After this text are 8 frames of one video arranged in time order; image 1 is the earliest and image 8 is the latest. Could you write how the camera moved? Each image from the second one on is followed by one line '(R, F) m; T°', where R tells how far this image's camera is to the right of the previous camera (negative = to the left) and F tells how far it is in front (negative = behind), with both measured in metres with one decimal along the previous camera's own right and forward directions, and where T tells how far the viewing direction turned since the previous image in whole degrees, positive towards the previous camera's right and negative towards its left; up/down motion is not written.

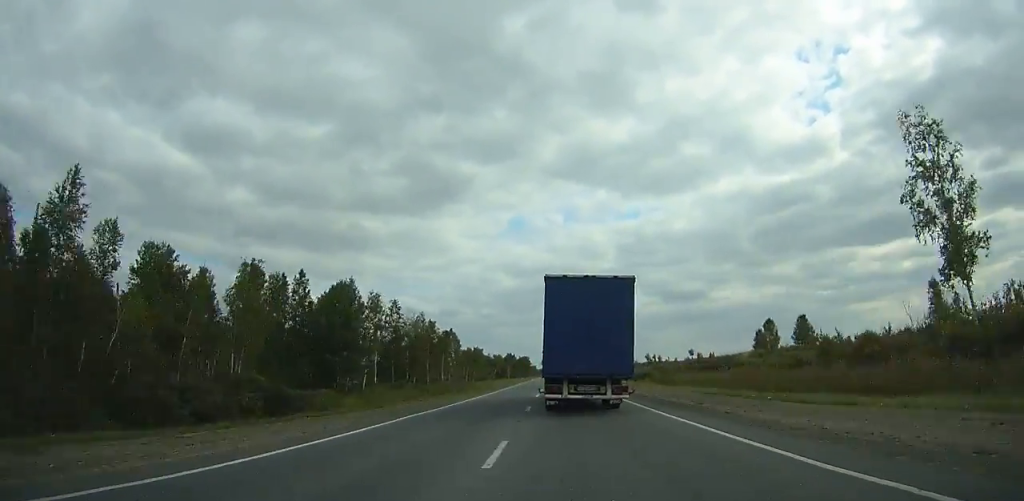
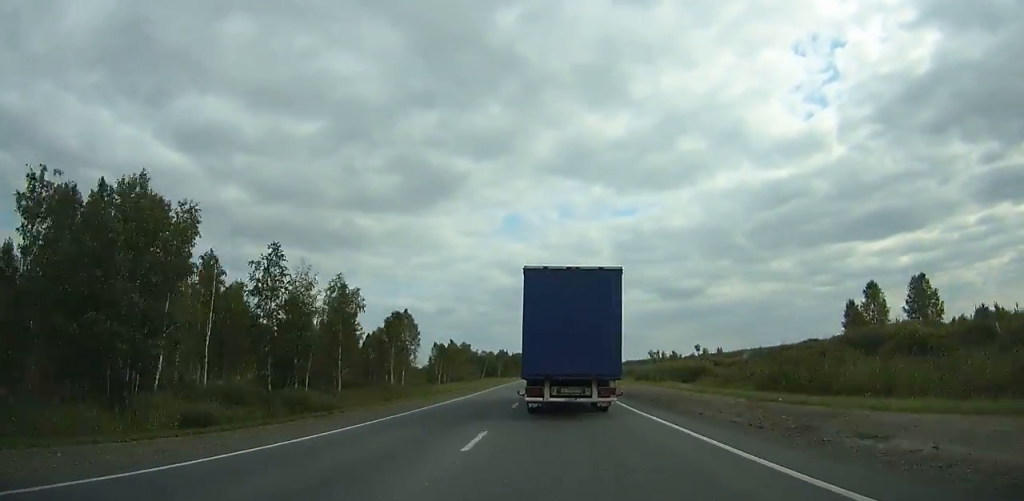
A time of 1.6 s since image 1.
(+0.1, +33.3) m; 0°
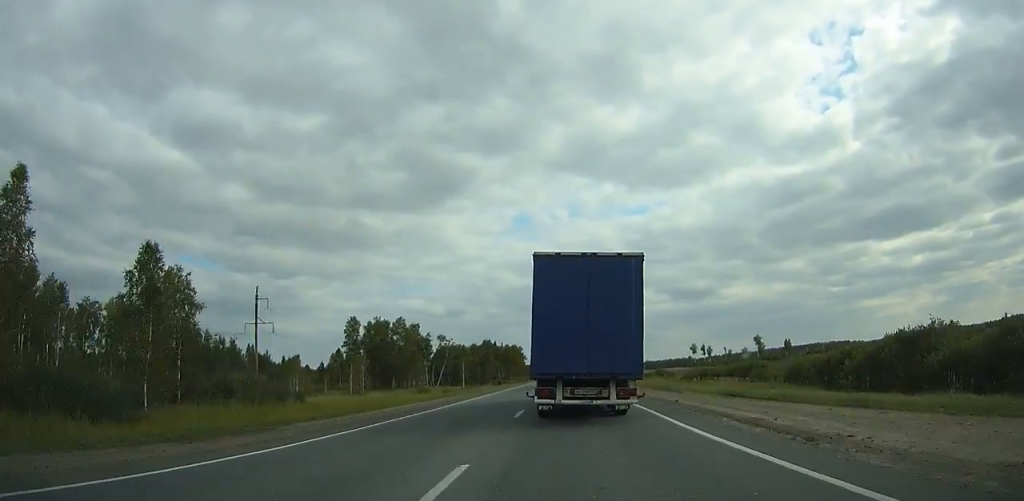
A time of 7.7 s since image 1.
(+1.0, +124.5) m; 0°
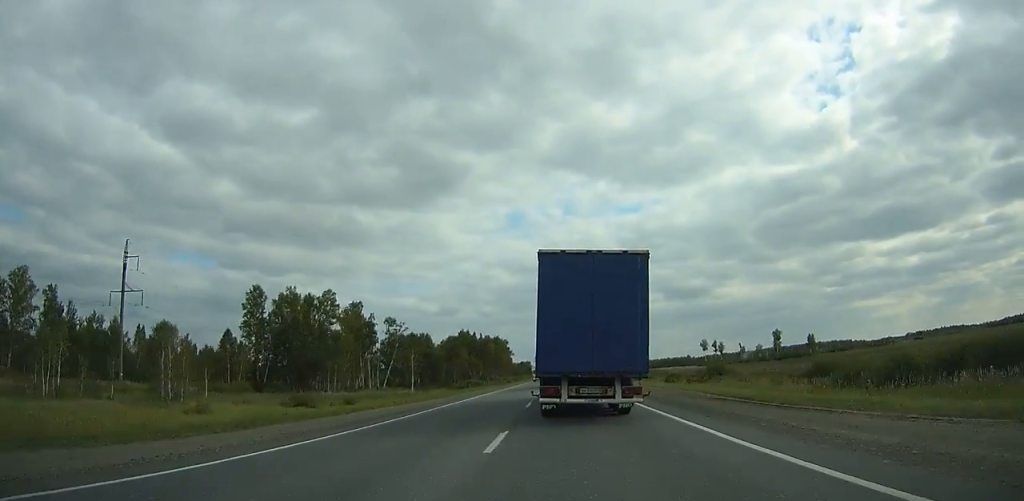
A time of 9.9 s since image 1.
(-0.2, +43.8) m; 0°
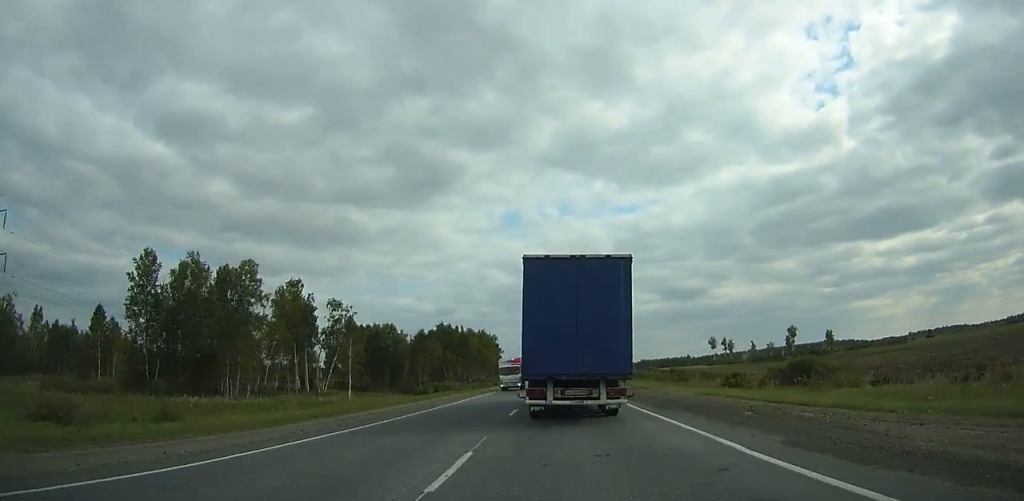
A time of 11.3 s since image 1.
(+0.1, +27.5) m; 0°
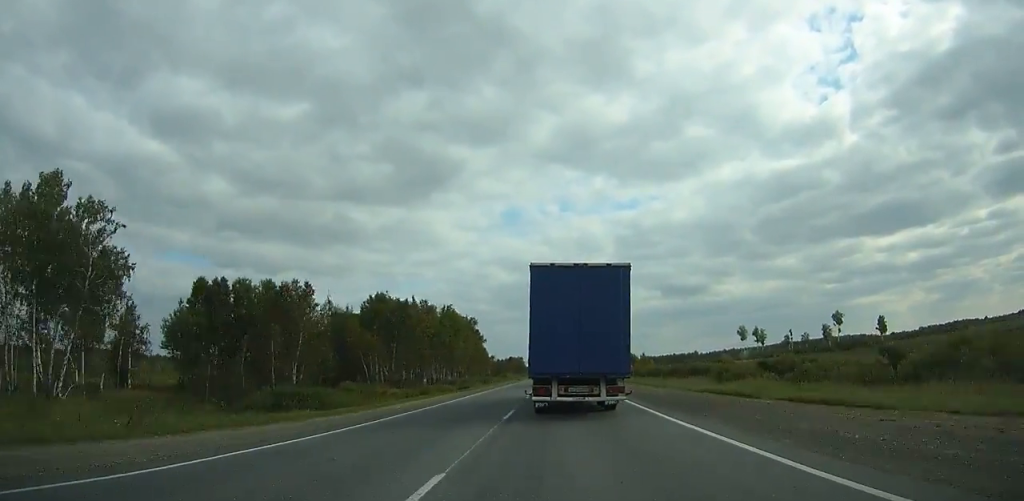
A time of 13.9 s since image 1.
(+0.2, +51.4) m; 0°
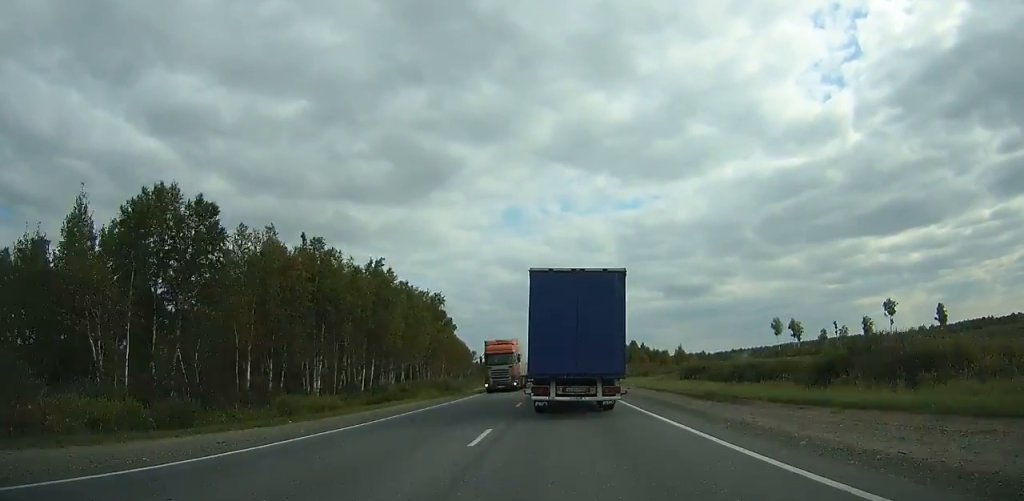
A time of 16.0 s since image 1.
(+0.1, +41.9) m; 0°
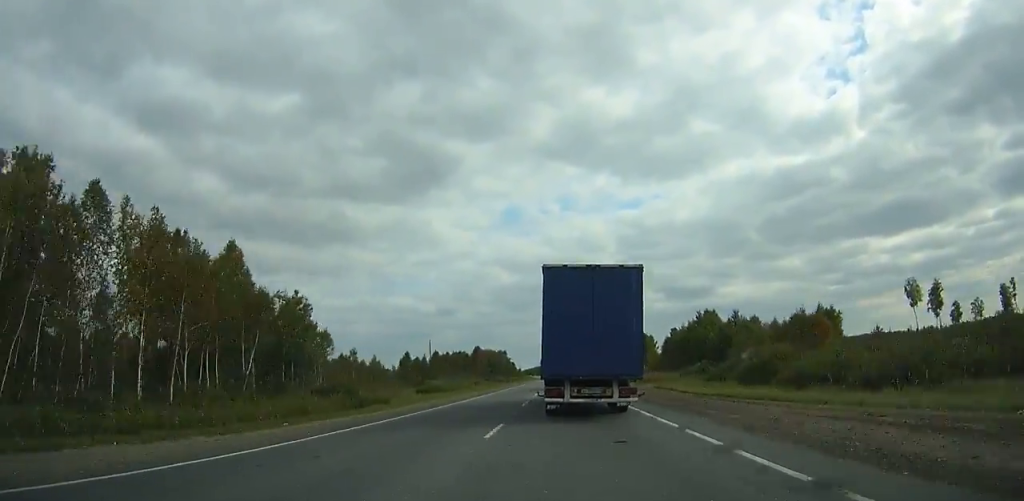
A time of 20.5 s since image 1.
(-0.2, +96.4) m; 0°
